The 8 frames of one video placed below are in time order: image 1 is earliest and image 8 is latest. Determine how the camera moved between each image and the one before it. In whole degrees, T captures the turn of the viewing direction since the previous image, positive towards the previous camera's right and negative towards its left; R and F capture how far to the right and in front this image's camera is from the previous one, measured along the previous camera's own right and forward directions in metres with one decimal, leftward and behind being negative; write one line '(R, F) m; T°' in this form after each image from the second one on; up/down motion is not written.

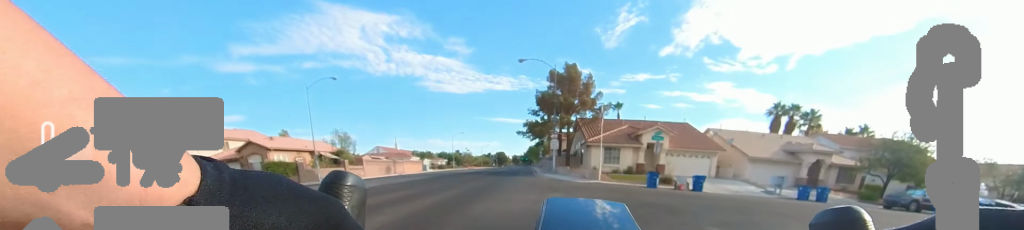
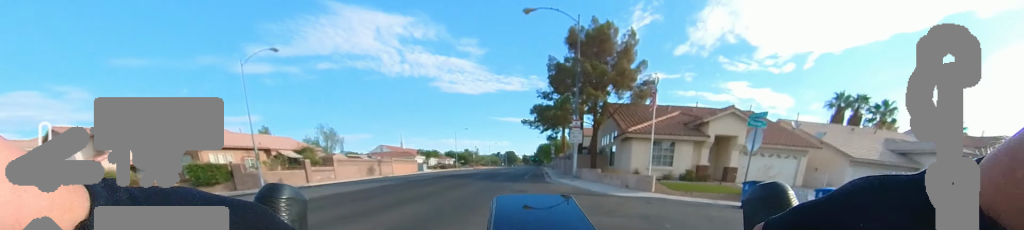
(0.0, +9.5) m; 0°
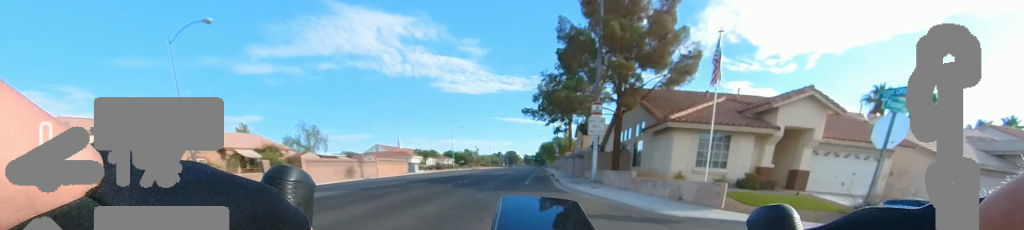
(0.0, +5.5) m; 0°
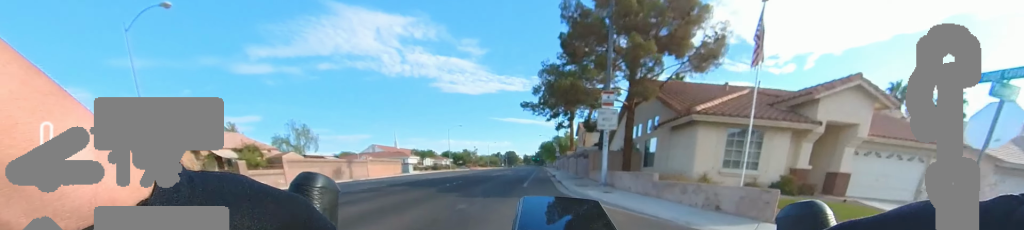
(0.0, +2.2) m; 0°
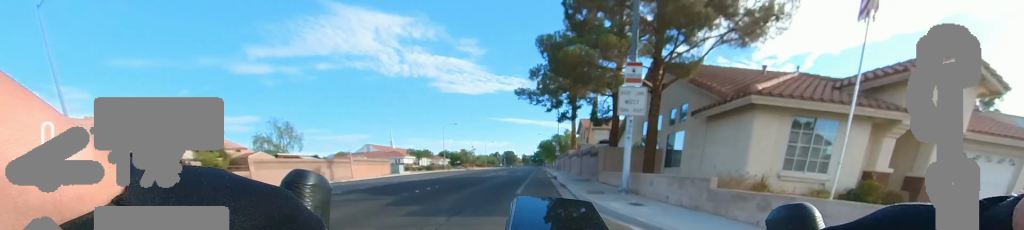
(0.0, +3.3) m; 0°
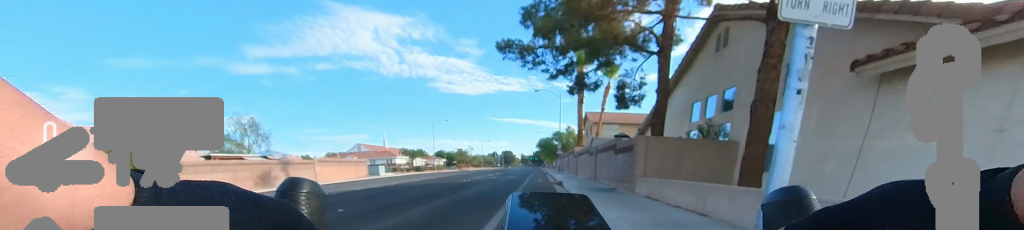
(0.0, +6.2) m; 0°
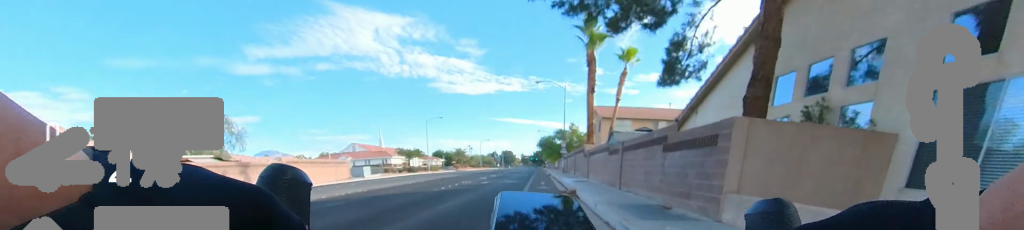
(0.0, +4.6) m; 0°
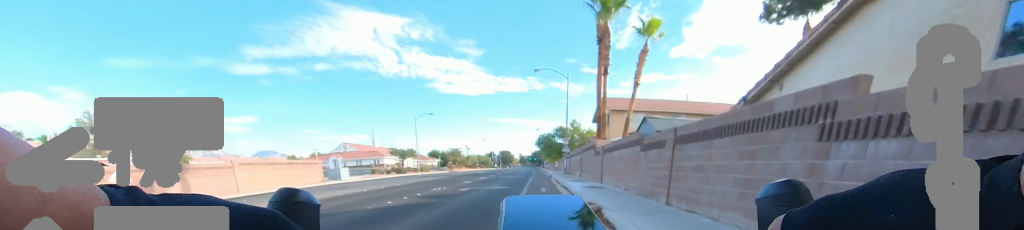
(0.0, +4.7) m; 0°
